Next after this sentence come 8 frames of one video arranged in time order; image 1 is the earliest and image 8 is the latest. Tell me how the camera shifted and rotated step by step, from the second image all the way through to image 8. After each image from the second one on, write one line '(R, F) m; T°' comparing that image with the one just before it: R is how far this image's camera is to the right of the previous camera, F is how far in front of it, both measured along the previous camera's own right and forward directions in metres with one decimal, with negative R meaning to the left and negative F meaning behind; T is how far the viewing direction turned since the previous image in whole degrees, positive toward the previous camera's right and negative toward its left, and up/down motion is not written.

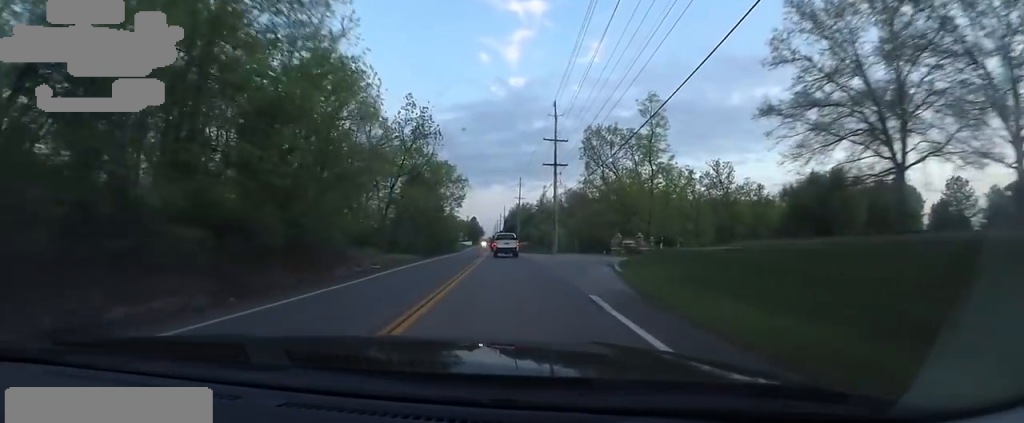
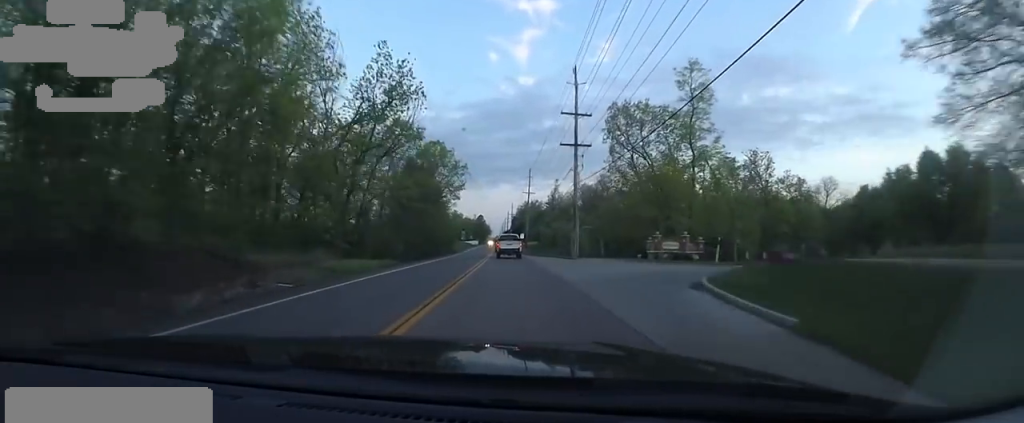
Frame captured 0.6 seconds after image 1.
(-0.3, +12.0) m; -2°
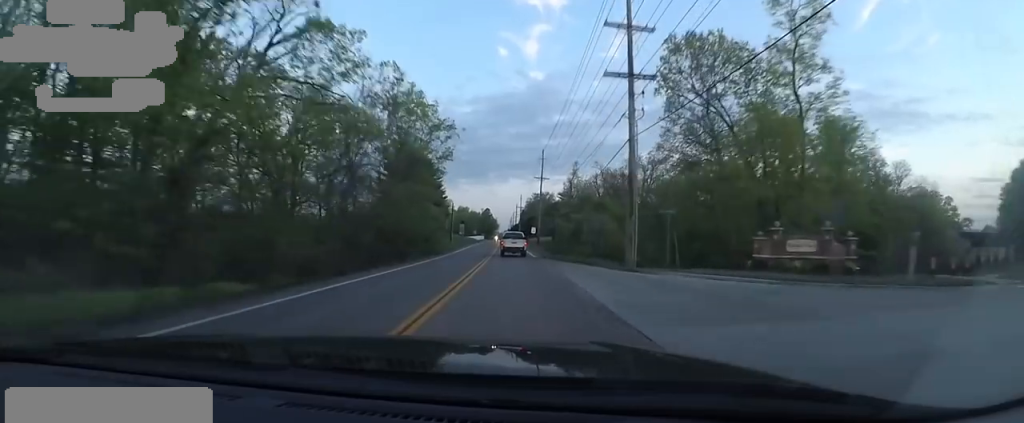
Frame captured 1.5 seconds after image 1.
(-0.3, +18.6) m; -1°
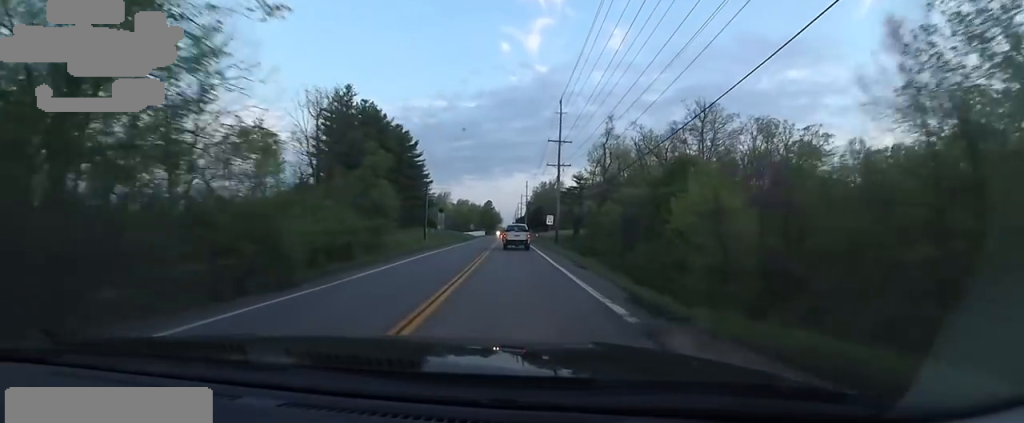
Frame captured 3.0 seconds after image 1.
(0.0, +29.6) m; 0°
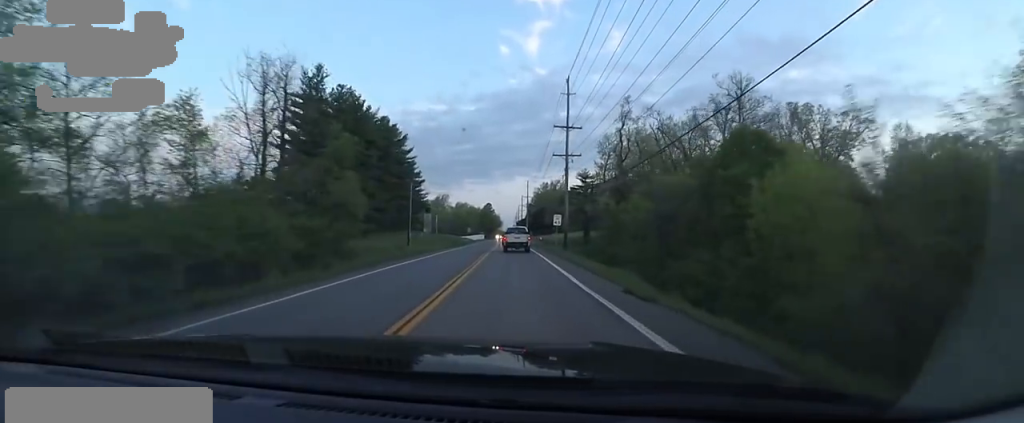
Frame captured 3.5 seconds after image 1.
(-0.1, +9.1) m; 0°
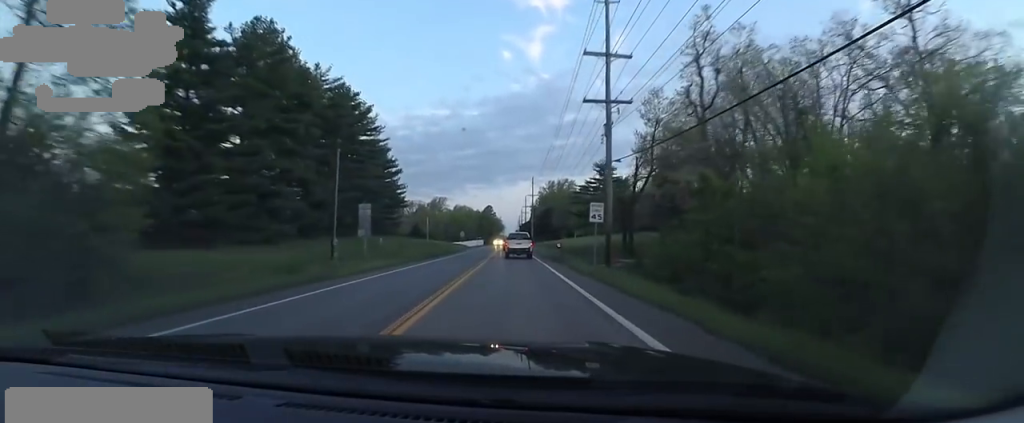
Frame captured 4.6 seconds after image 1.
(+0.1, +20.9) m; +2°
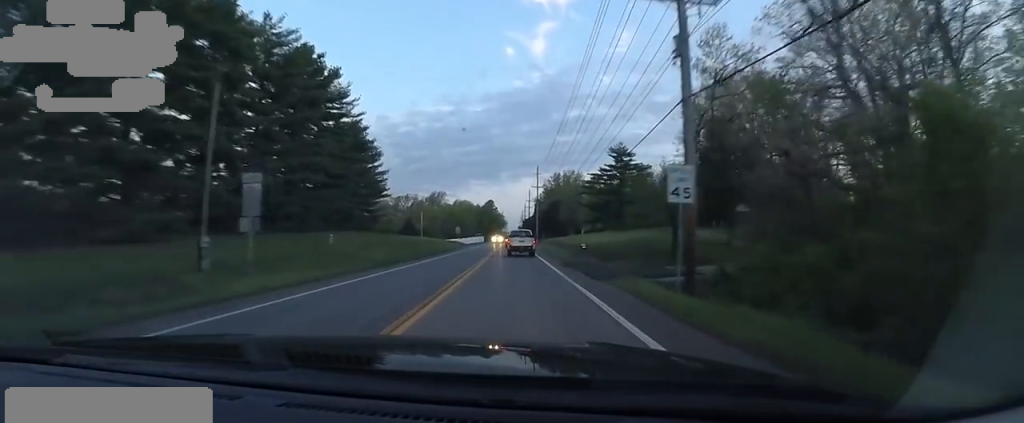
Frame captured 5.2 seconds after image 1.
(+0.3, +12.4) m; 0°
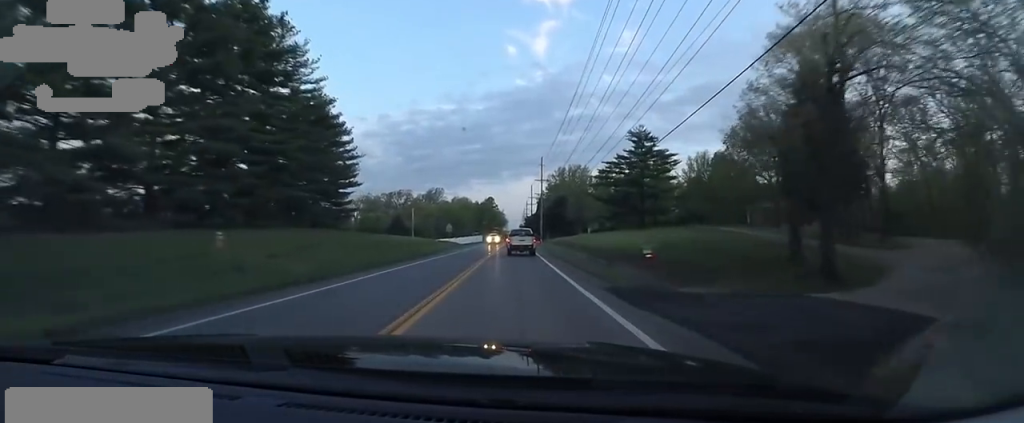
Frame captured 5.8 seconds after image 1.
(+0.8, +12.4) m; -2°
